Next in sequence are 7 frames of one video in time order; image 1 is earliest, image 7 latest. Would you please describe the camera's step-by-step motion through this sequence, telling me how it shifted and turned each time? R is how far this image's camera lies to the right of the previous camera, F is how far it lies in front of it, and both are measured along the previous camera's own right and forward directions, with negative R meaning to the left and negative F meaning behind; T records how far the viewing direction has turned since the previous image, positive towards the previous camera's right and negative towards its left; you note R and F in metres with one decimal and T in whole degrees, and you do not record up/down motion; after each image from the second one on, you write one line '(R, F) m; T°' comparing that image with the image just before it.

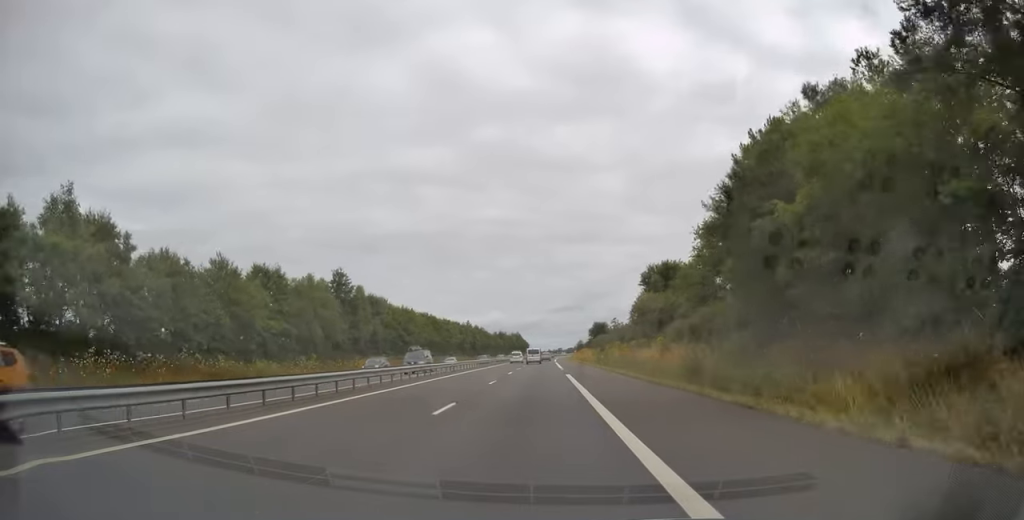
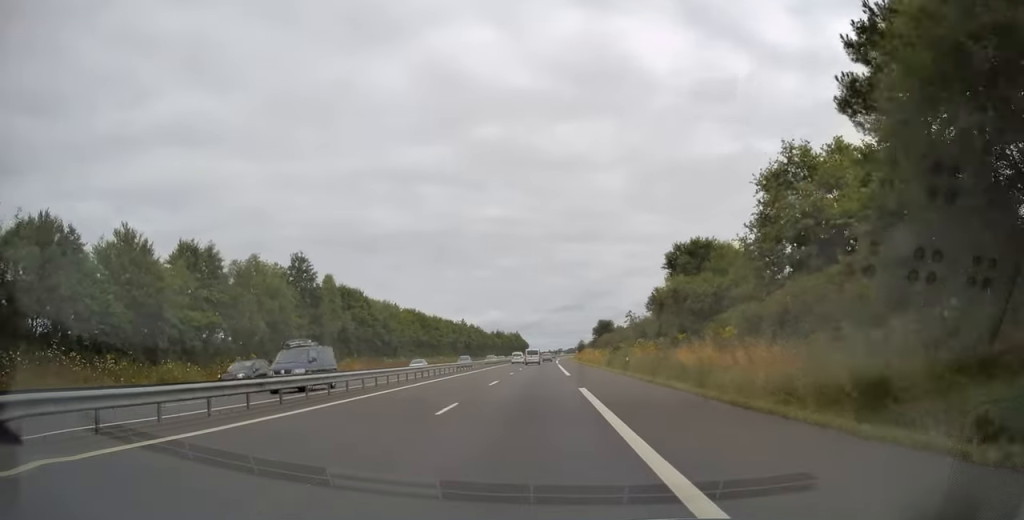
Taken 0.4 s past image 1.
(0.0, +13.0) m; 0°
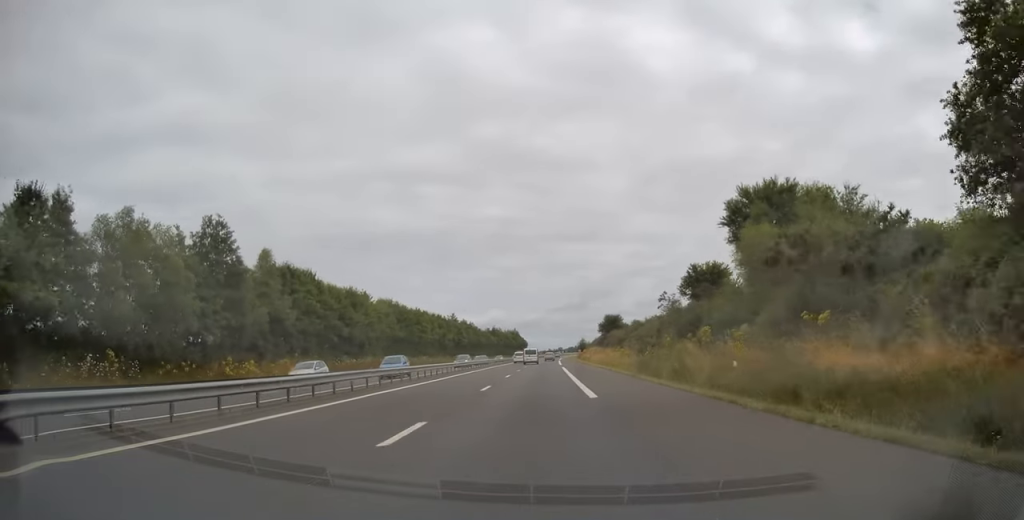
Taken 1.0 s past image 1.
(0.0, +17.7) m; 0°
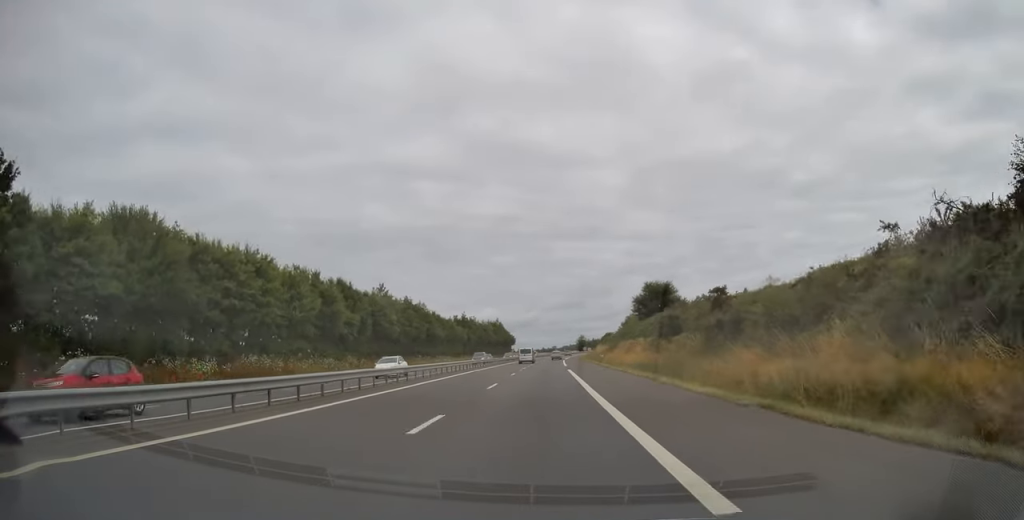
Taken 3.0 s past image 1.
(+0.2, +63.5) m; 0°
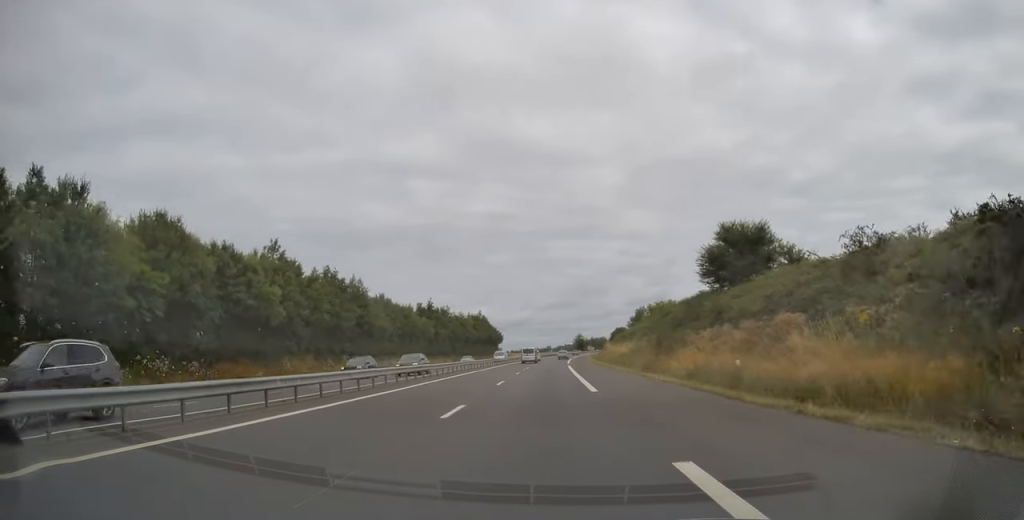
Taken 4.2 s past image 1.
(+0.1, +36.5) m; +1°
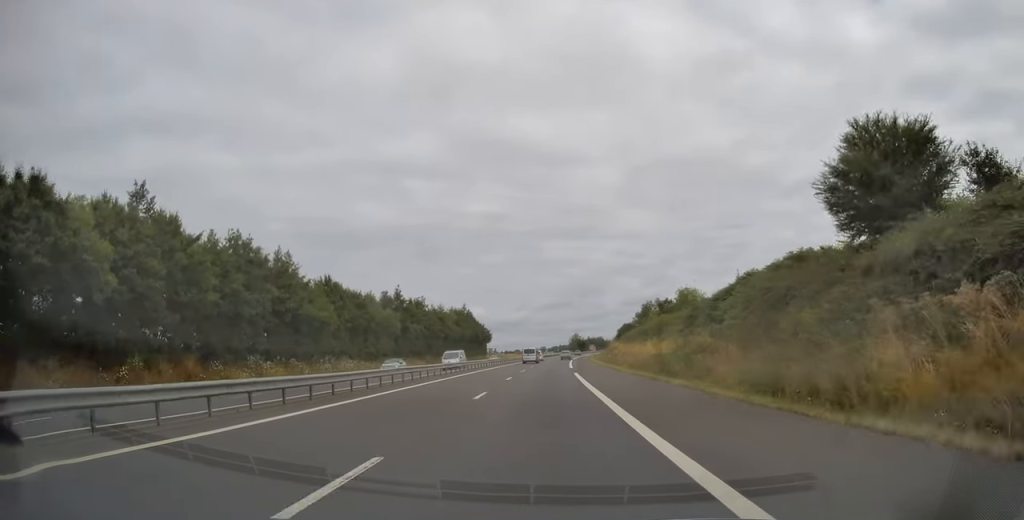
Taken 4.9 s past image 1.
(+0.1, +20.9) m; 0°
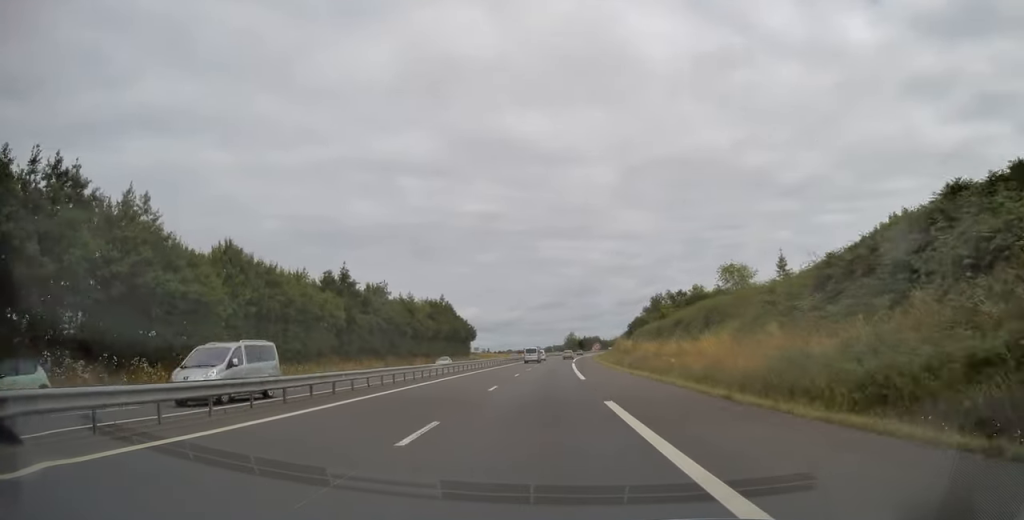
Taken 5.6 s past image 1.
(0.0, +21.9) m; 0°
